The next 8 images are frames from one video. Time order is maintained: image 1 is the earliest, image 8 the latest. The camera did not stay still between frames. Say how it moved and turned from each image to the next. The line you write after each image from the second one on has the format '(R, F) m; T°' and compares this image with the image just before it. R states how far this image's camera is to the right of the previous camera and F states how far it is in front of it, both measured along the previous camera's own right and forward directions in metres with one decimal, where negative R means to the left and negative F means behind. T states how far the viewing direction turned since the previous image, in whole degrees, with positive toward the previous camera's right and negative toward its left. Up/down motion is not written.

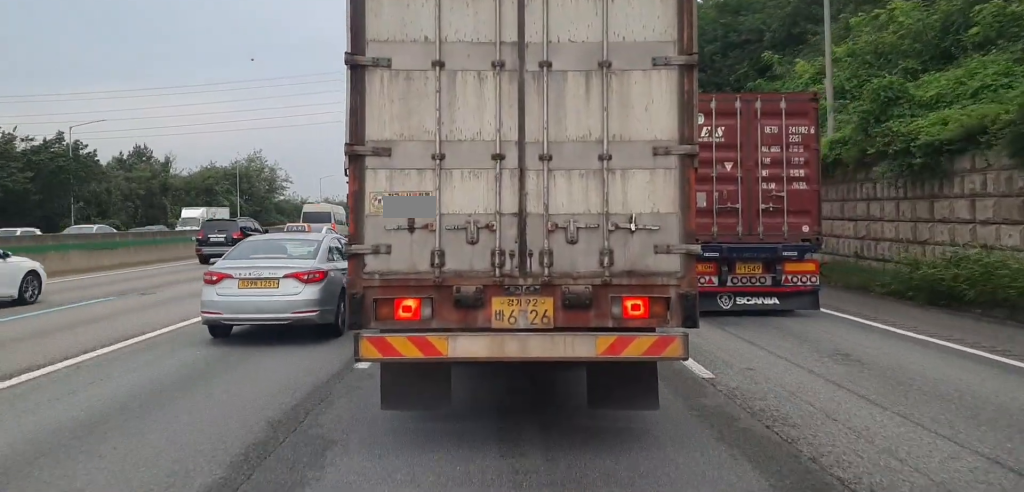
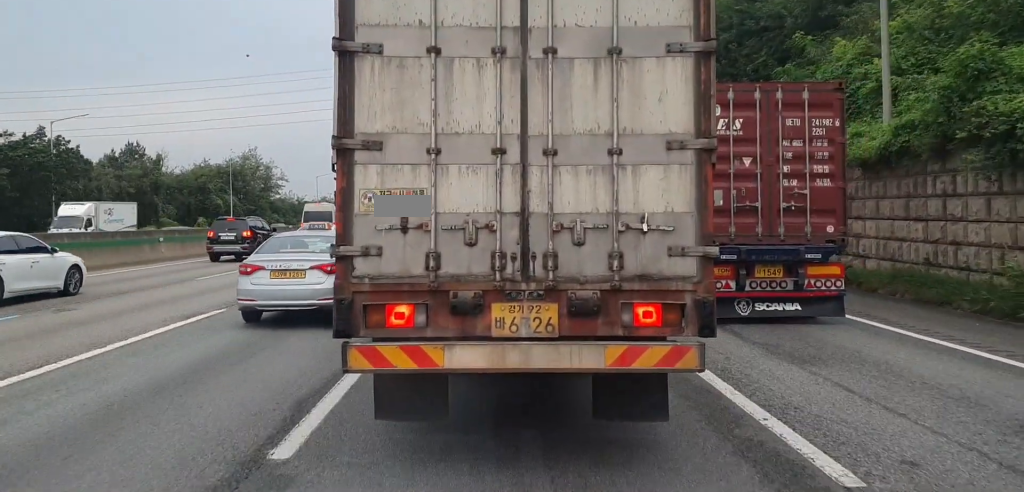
(-0.1, +3.5) m; 0°
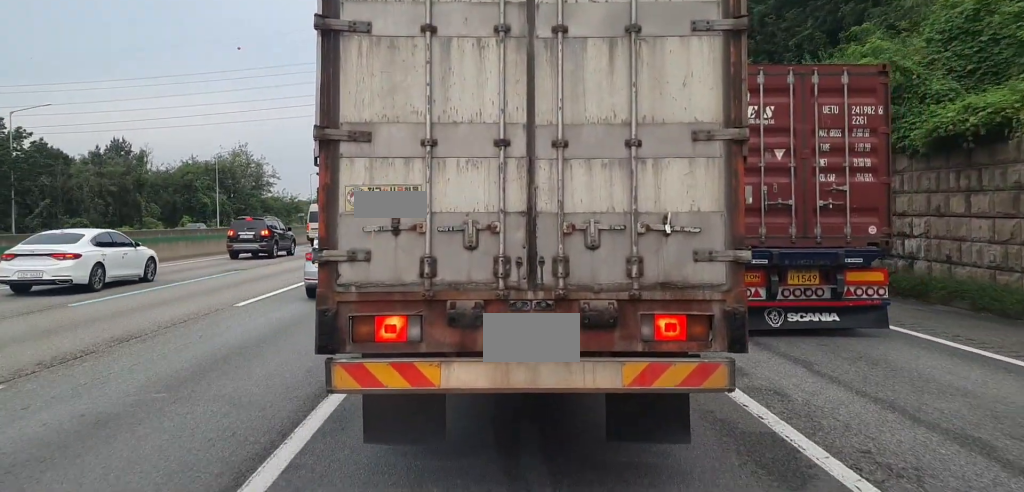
(+0.1, +7.0) m; +1°
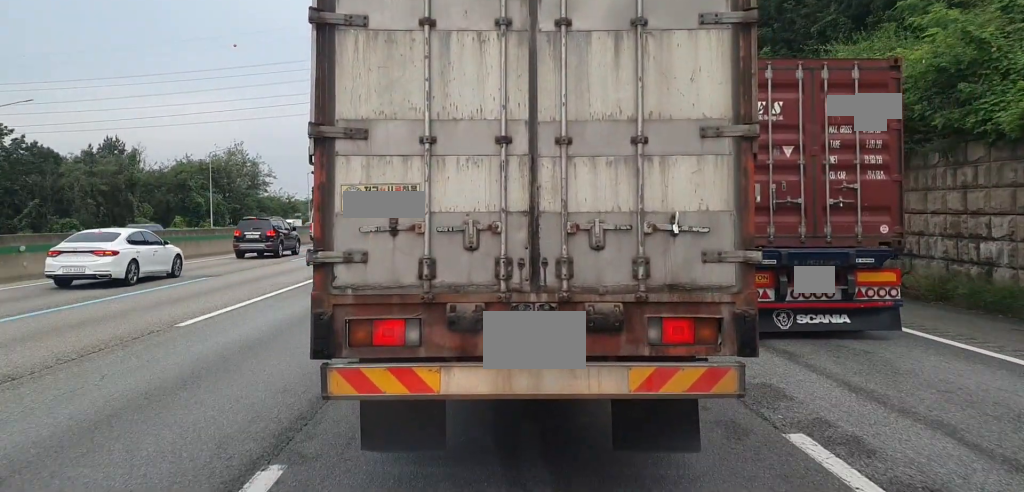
(0.0, +2.9) m; 0°
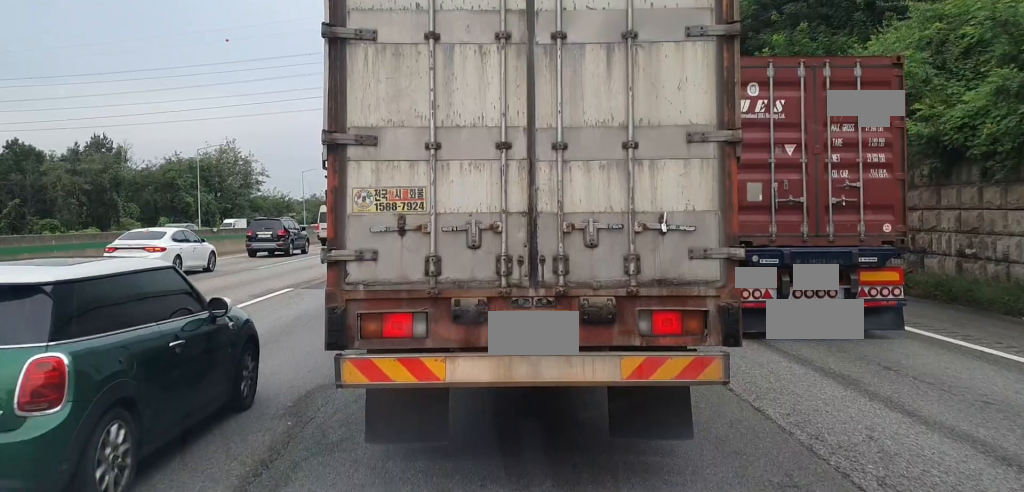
(0.0, +5.3) m; 0°
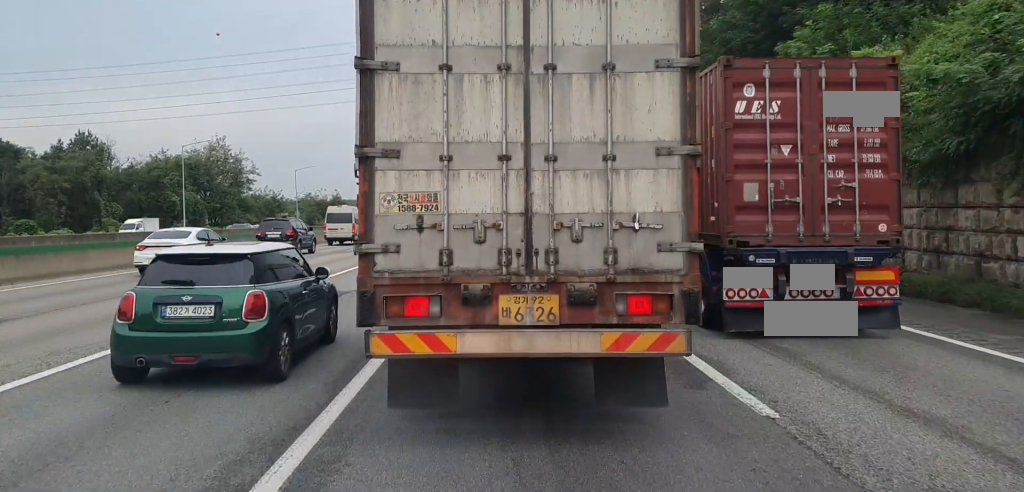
(0.0, +4.9) m; -3°
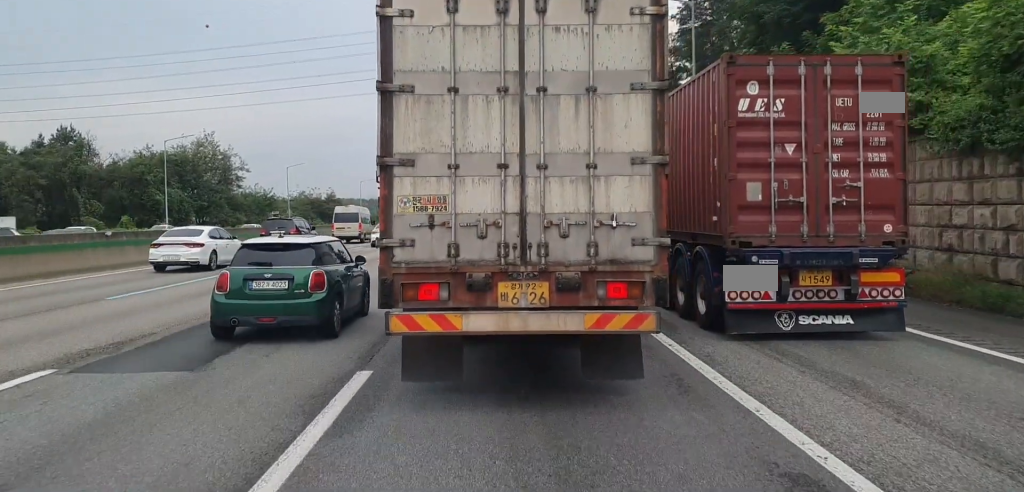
(-0.2, +4.9) m; 0°
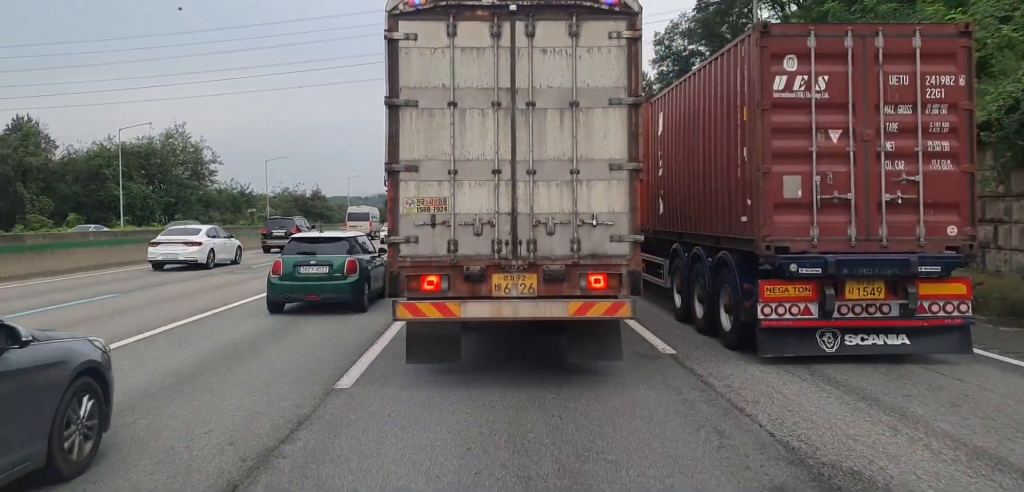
(+0.6, +10.5) m; +3°
